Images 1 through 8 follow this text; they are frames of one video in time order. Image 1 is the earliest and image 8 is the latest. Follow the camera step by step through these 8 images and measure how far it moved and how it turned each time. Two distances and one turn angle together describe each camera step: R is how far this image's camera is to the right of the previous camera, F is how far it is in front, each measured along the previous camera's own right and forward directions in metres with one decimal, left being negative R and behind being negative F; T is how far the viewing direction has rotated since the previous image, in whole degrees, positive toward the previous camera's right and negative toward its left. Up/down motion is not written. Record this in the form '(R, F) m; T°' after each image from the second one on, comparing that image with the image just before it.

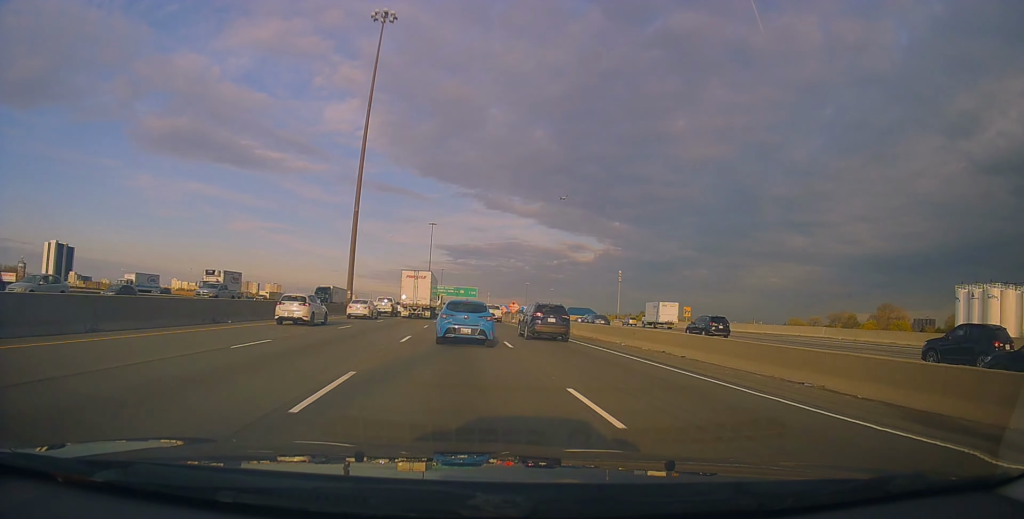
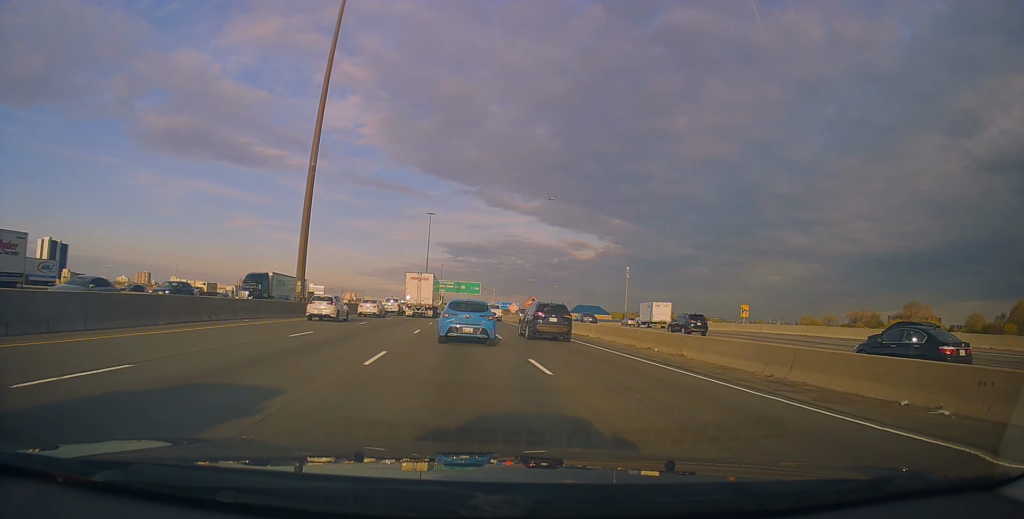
(-0.2, +19.1) m; -2°
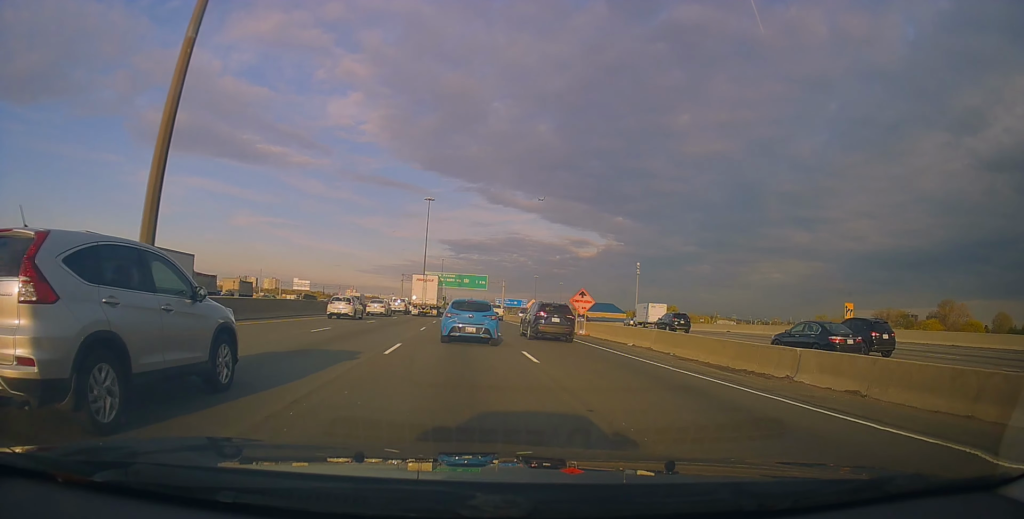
(-0.5, +22.2) m; 0°
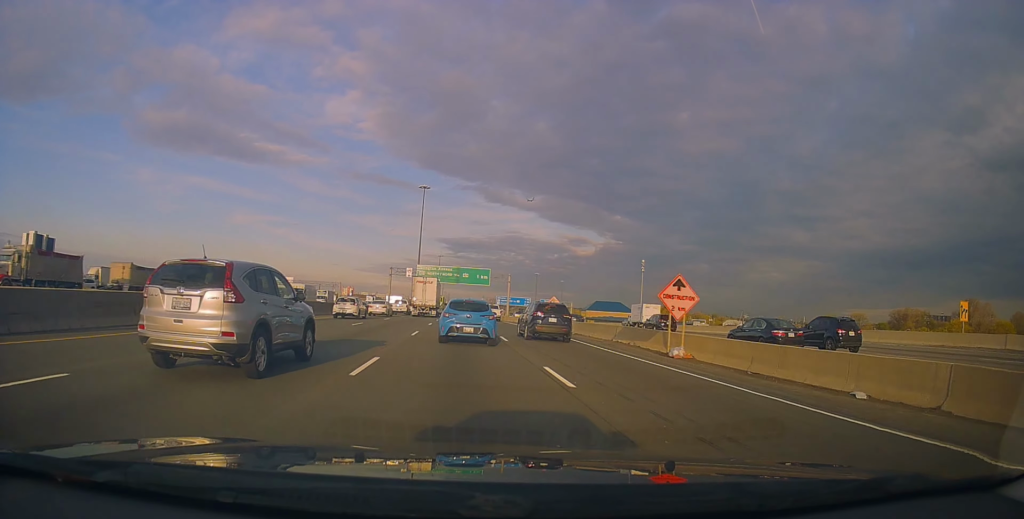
(+0.3, +16.1) m; 0°
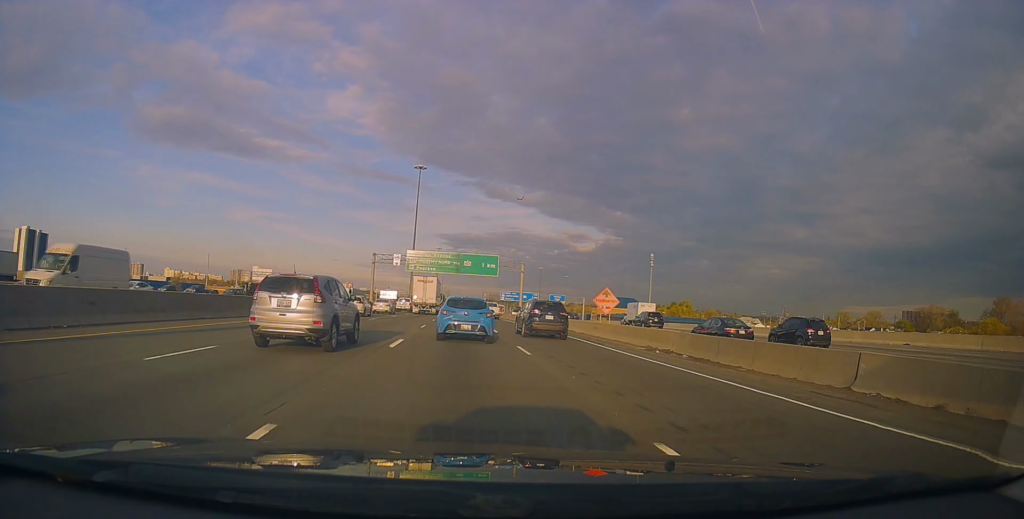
(+0.2, +19.1) m; 0°
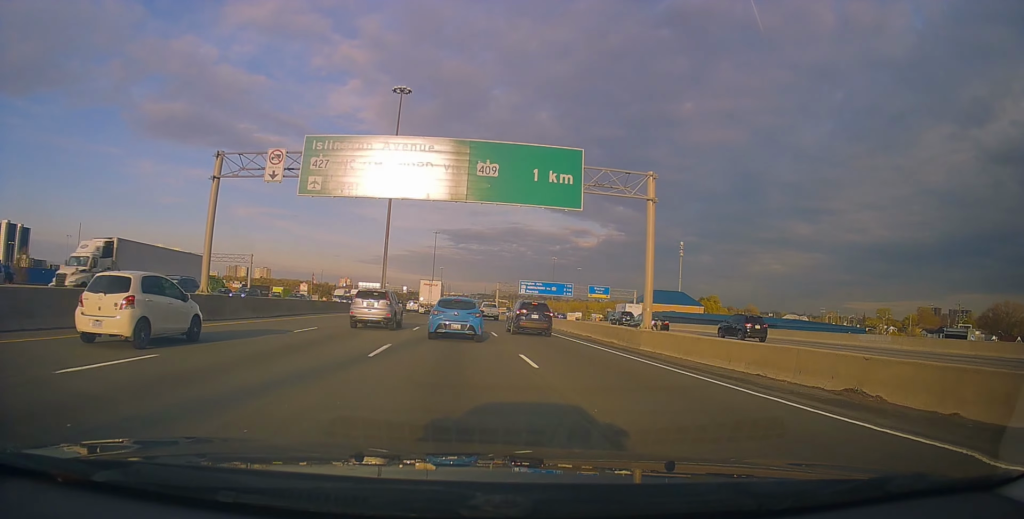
(+0.4, +50.8) m; +1°
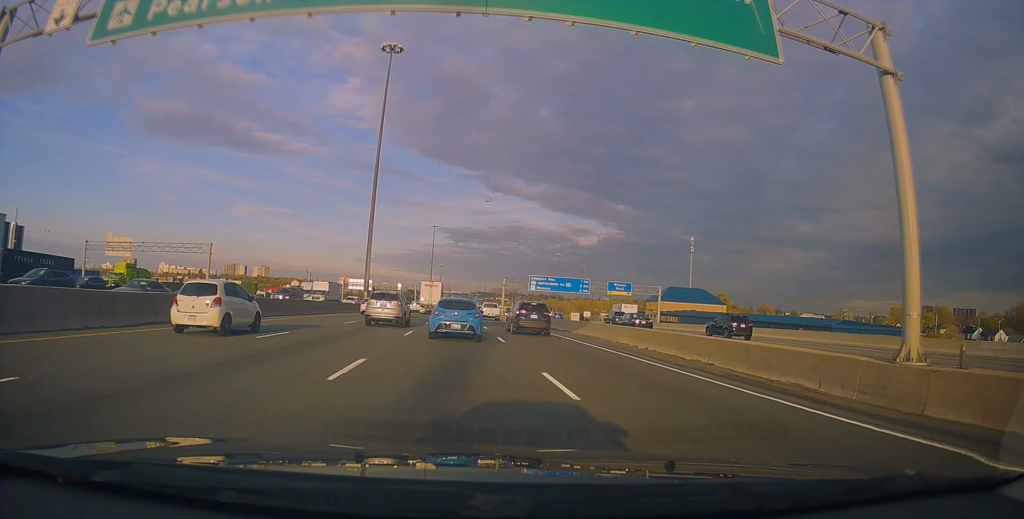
(-0.3, +16.3) m; -1°
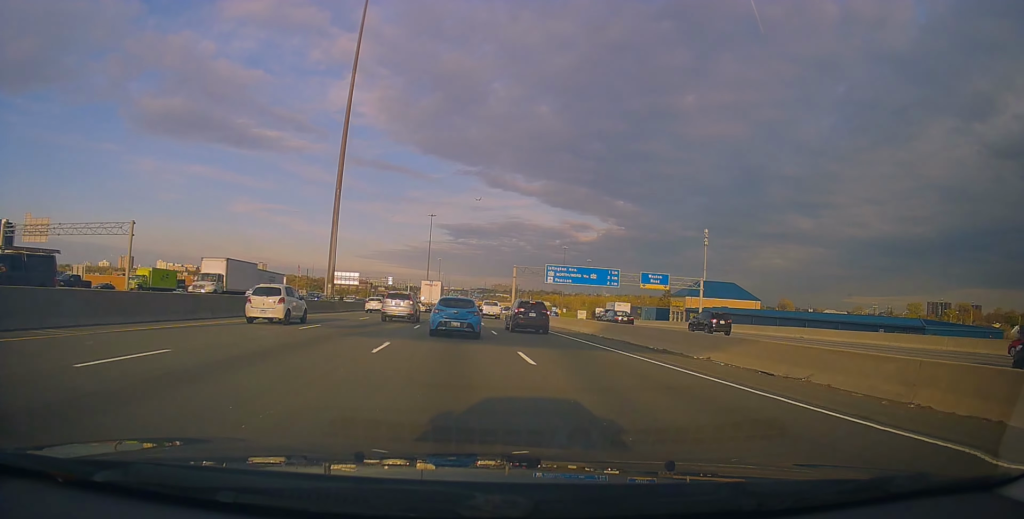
(-0.5, +19.9) m; 0°
